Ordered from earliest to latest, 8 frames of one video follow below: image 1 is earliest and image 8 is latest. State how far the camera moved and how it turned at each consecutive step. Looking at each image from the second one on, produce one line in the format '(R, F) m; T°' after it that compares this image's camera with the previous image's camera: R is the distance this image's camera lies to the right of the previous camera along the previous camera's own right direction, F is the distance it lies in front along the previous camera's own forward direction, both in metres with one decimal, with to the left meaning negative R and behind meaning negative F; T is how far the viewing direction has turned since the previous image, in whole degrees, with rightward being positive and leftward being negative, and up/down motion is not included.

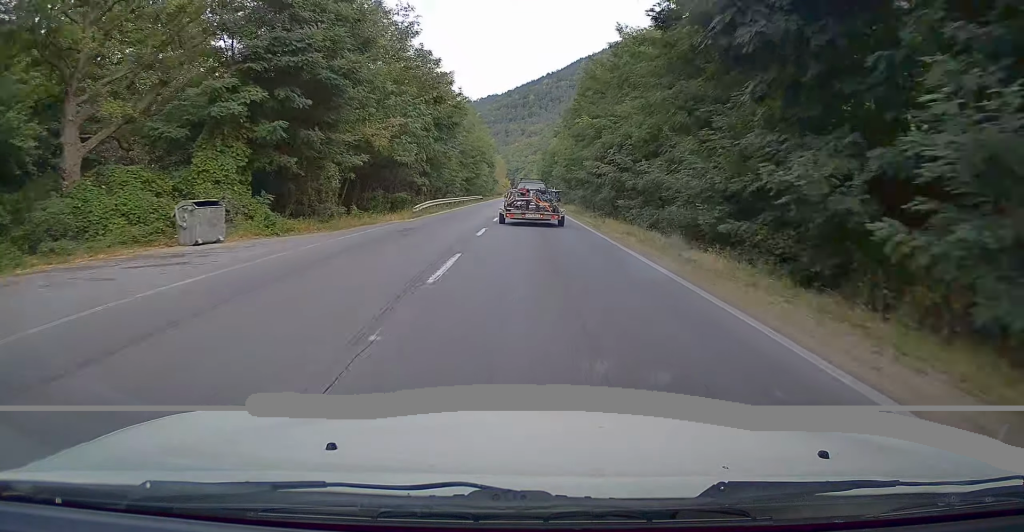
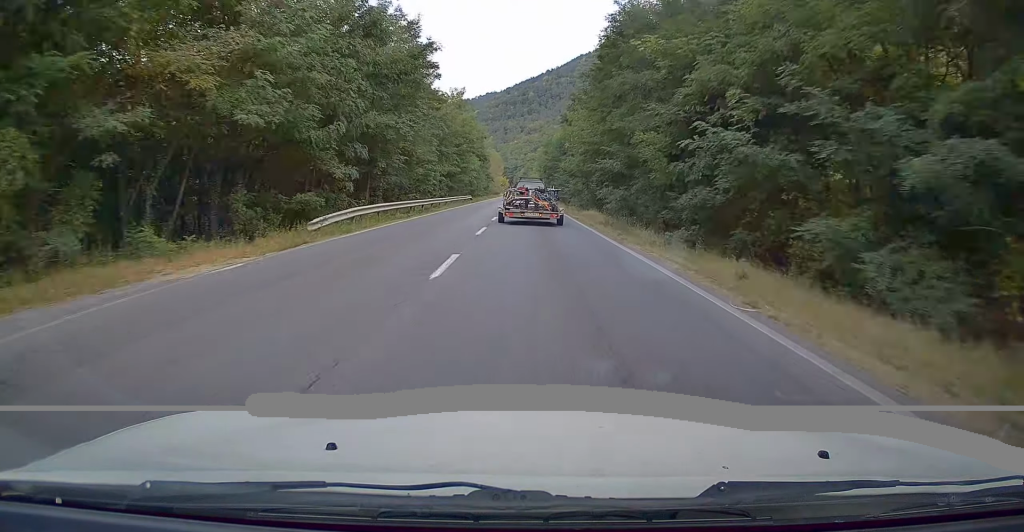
(+1.1, +18.0) m; +2°
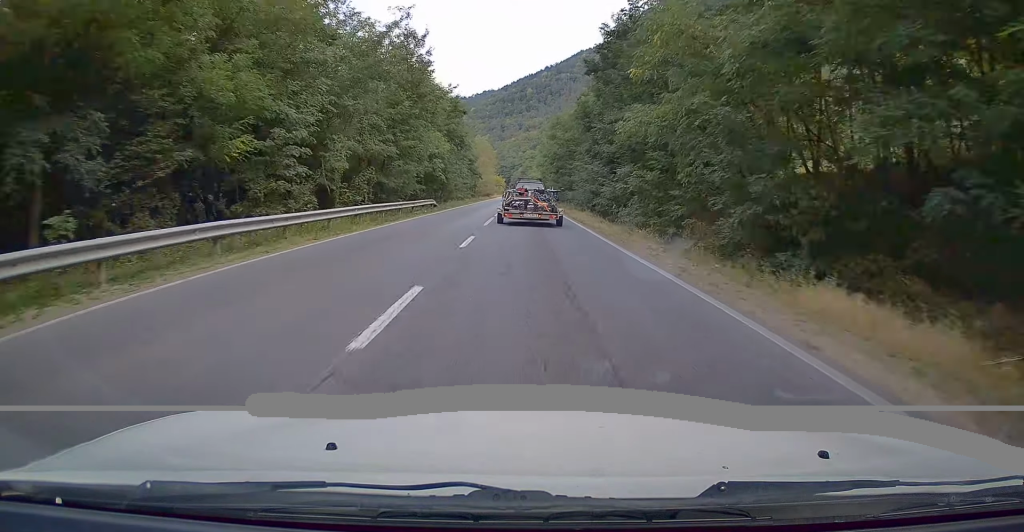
(-0.7, +31.3) m; -3°
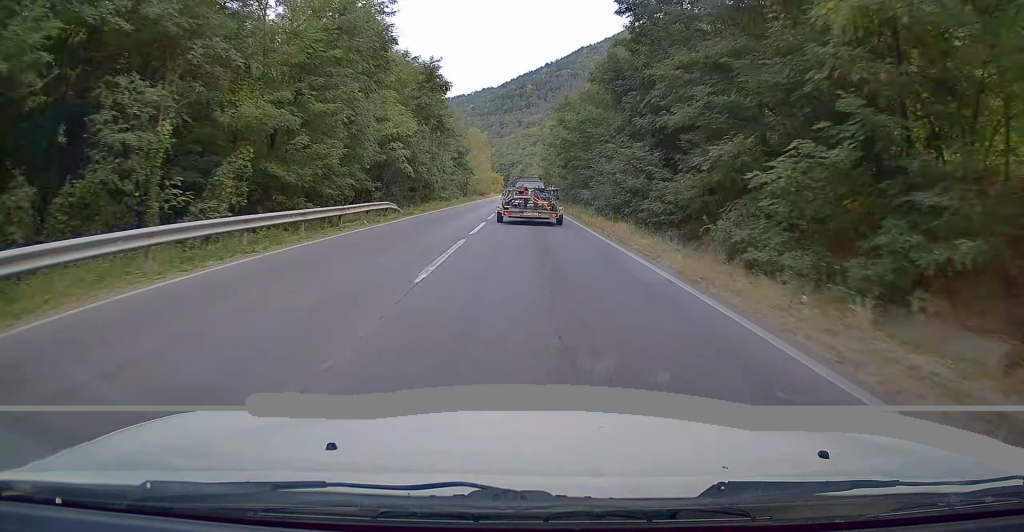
(-0.4, +14.7) m; -1°
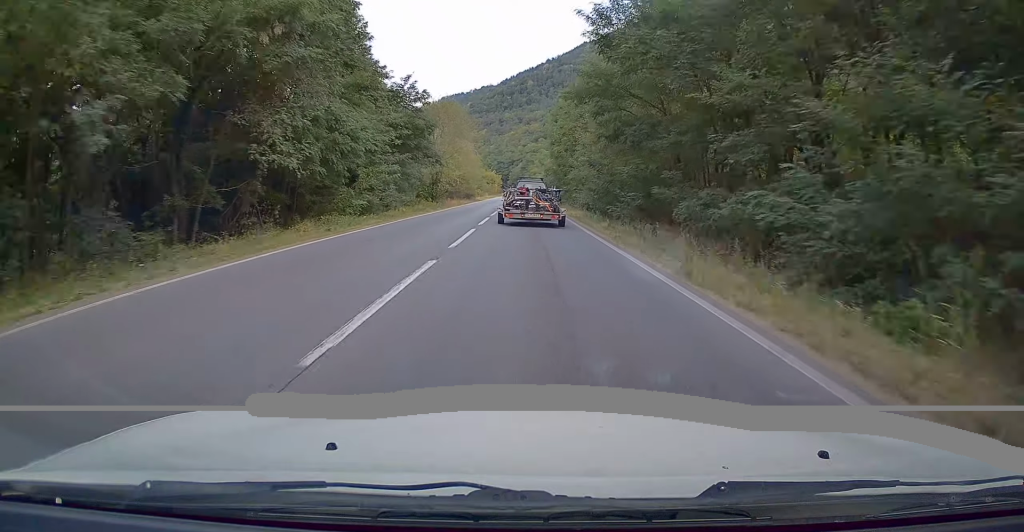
(-0.3, +31.1) m; 0°
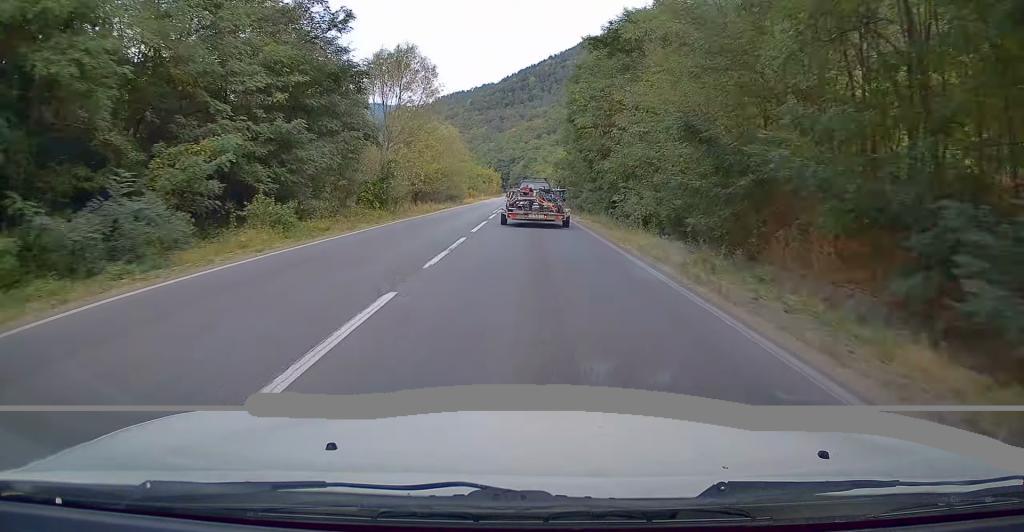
(+0.1, +21.4) m; 0°
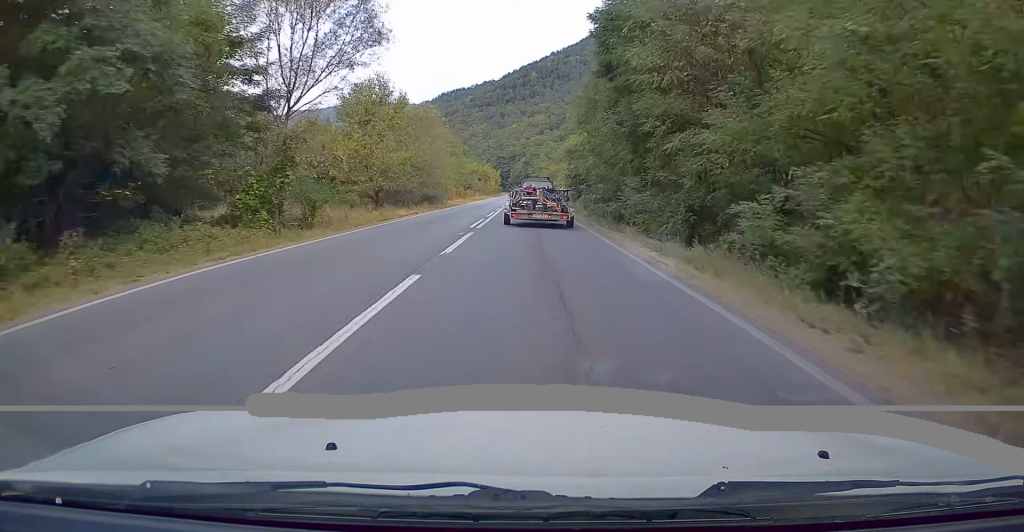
(0.0, +16.2) m; 0°
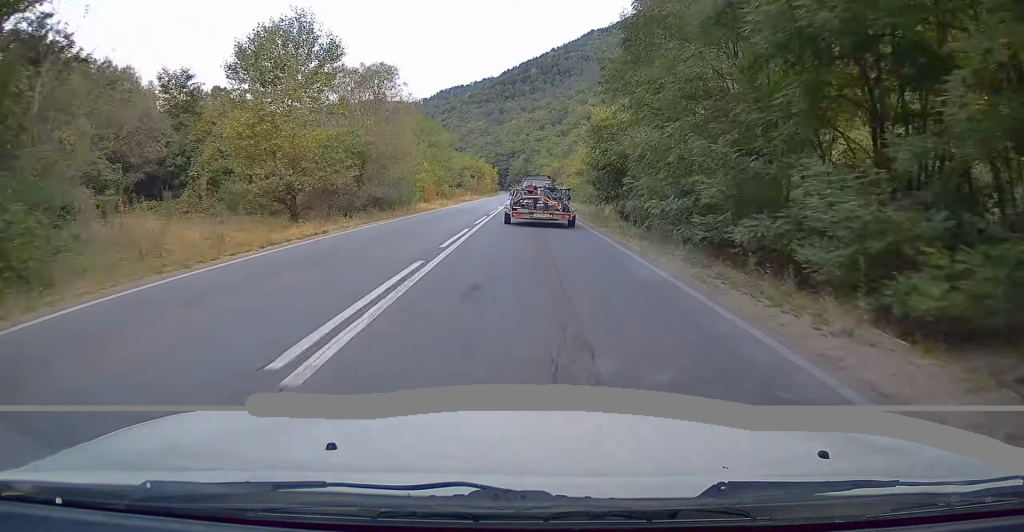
(+0.1, +16.2) m; -1°
